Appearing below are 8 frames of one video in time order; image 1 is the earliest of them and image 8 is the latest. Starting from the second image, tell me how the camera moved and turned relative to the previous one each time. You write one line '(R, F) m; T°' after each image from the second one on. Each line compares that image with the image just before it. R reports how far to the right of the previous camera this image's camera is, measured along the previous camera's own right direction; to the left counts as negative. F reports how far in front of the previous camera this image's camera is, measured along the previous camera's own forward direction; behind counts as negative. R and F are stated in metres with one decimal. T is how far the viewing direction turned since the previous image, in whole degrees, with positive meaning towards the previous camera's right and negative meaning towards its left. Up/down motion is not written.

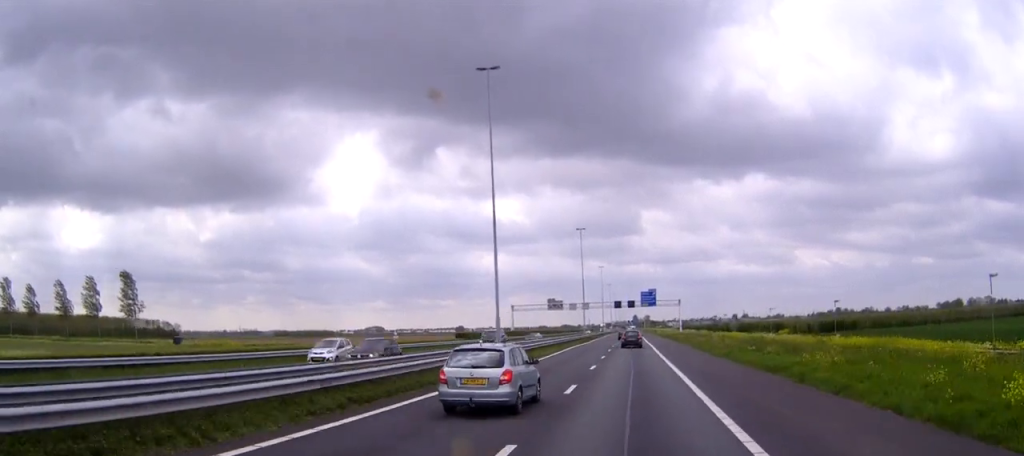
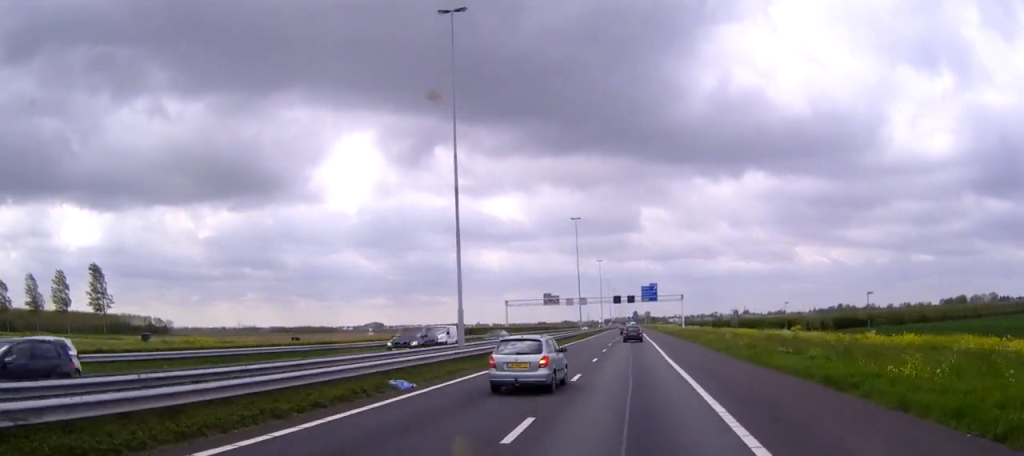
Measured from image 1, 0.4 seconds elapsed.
(0.0, +9.4) m; 0°
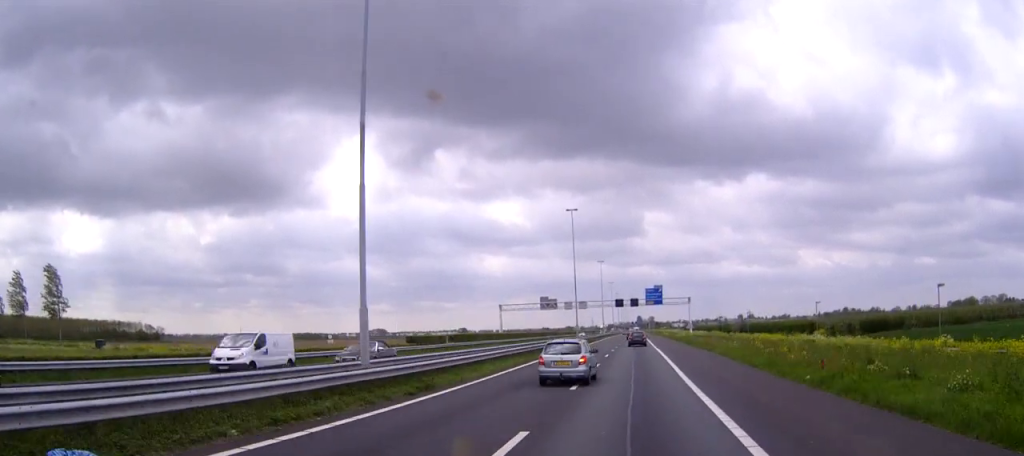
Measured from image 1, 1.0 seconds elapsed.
(0.0, +13.0) m; 0°
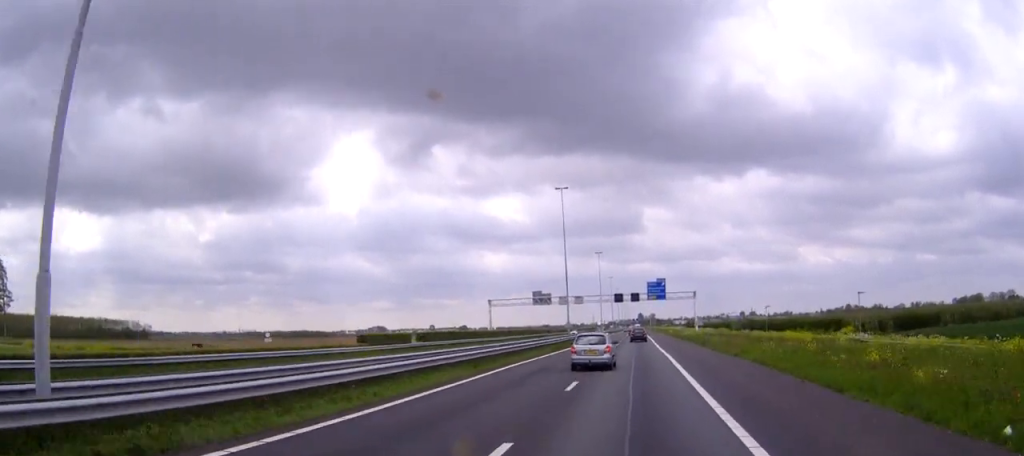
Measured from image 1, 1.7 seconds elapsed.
(0.0, +13.7) m; 0°
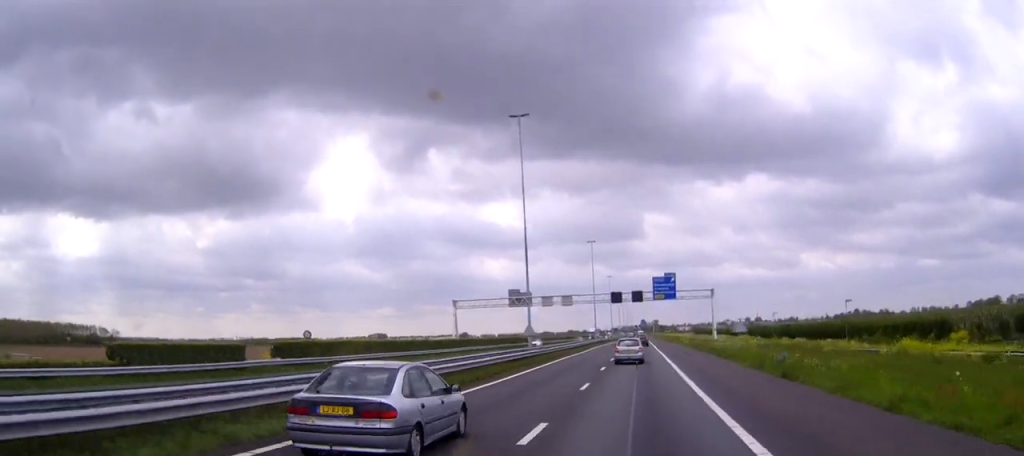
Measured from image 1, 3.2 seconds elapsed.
(0.0, +32.3) m; 0°
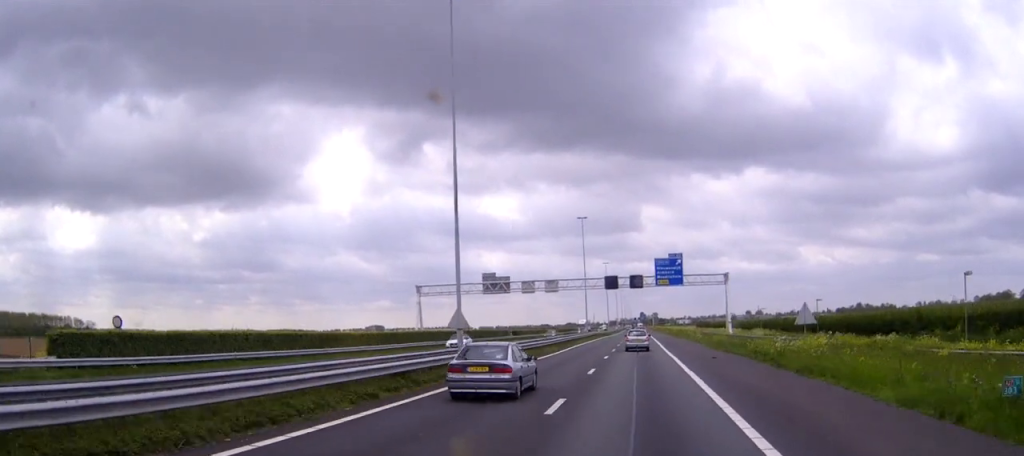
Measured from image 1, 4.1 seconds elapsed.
(0.0, +20.9) m; 0°
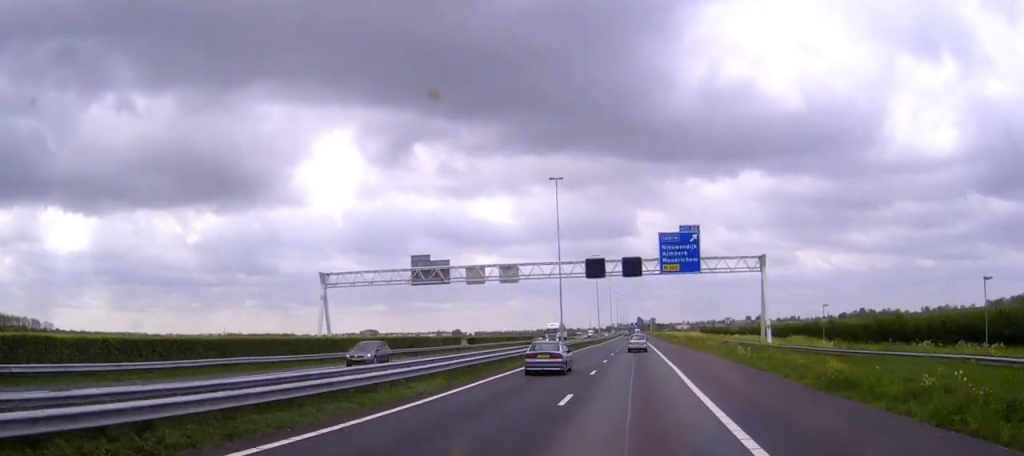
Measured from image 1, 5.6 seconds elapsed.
(0.0, +32.7) m; 0°
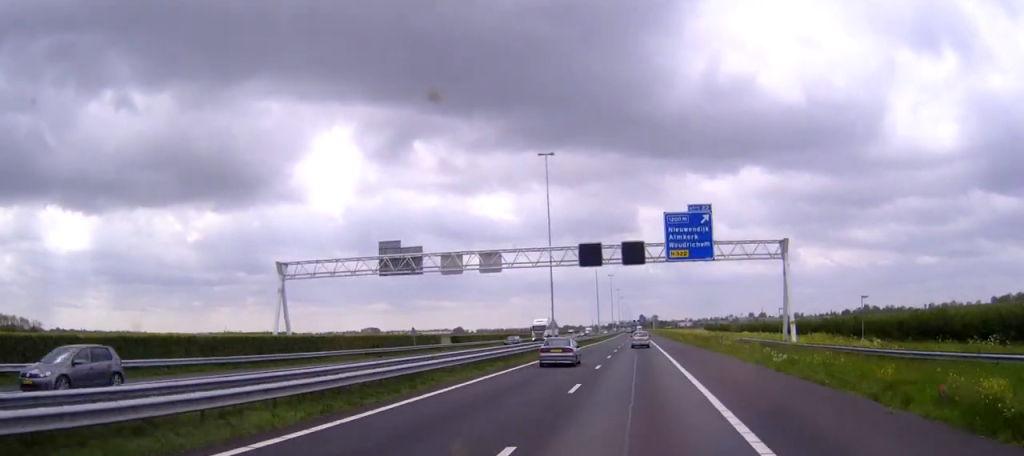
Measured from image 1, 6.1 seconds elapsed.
(0.0, +10.2) m; 0°
